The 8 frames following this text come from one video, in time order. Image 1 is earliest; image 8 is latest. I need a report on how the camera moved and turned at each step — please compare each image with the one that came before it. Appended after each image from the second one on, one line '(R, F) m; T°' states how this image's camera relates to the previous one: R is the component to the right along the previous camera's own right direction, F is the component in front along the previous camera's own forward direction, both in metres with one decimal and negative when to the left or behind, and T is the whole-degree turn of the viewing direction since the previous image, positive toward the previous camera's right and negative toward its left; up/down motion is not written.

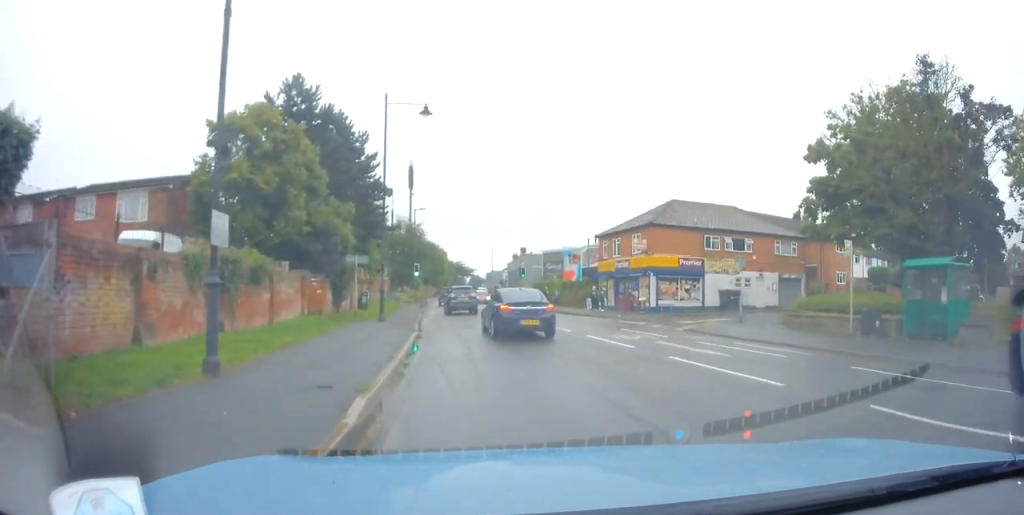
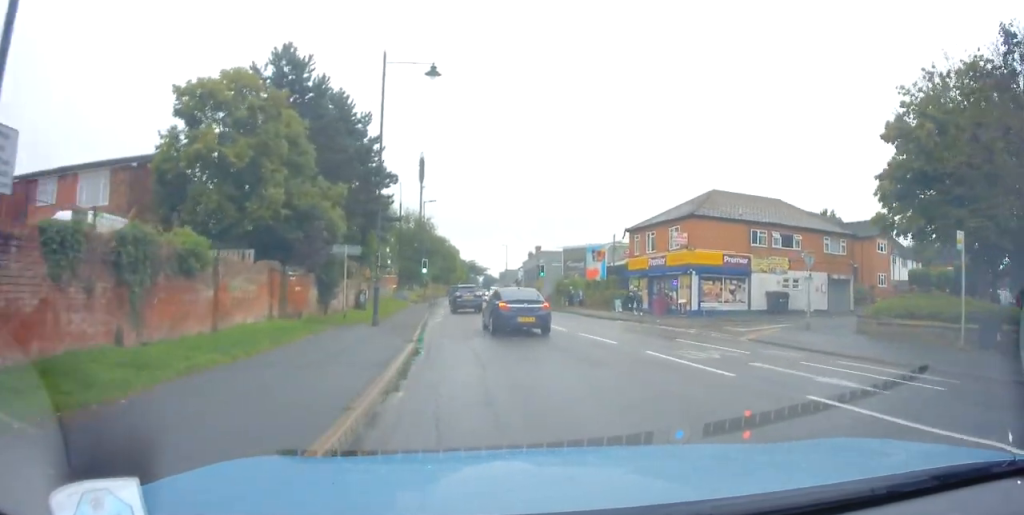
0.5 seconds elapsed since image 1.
(0.0, +4.7) m; -1°
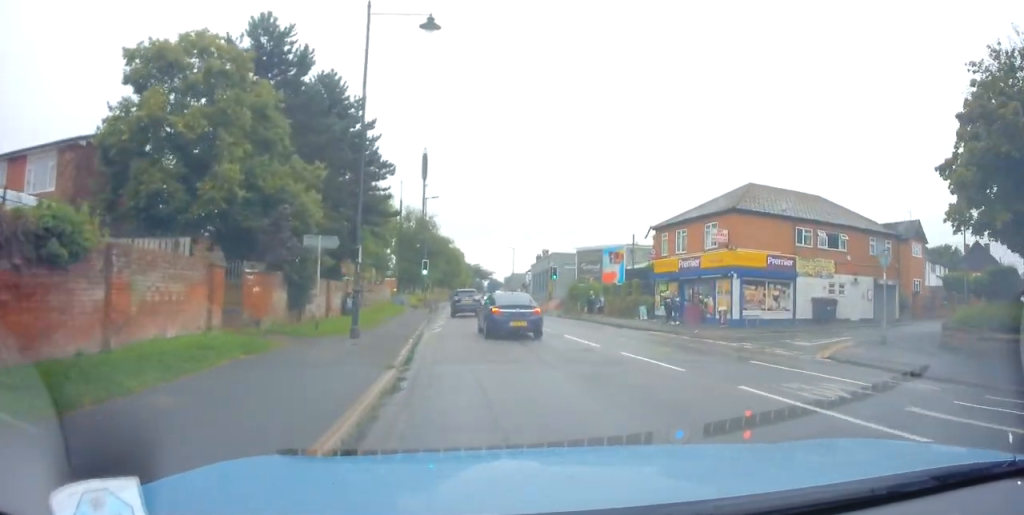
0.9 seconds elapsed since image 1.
(0.0, +4.4) m; -1°
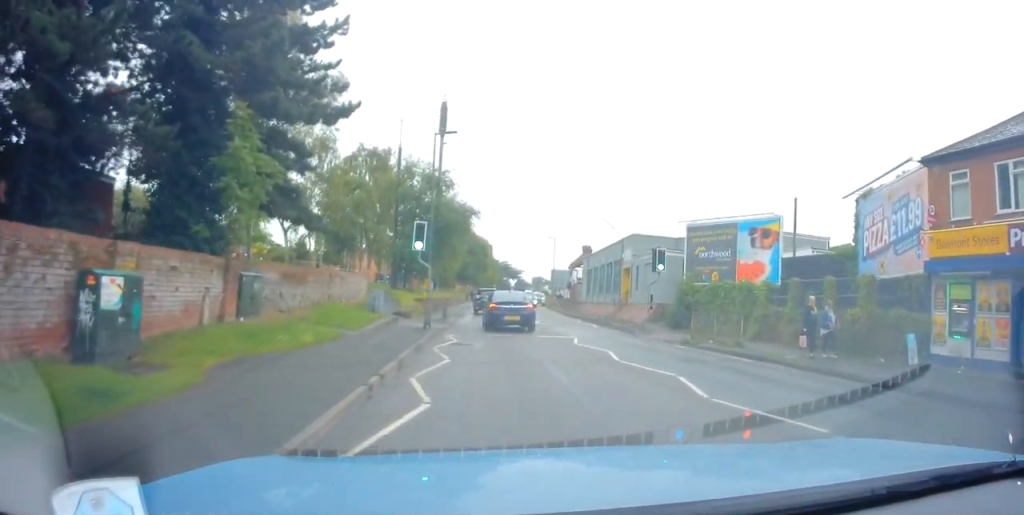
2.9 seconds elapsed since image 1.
(-0.5, +20.6) m; -3°
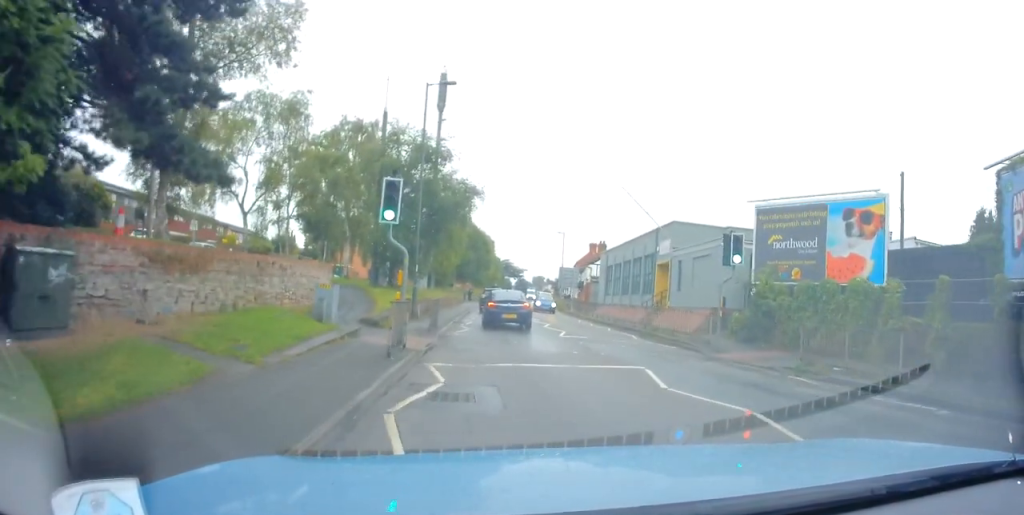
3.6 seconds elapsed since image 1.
(-0.3, +7.8) m; -1°
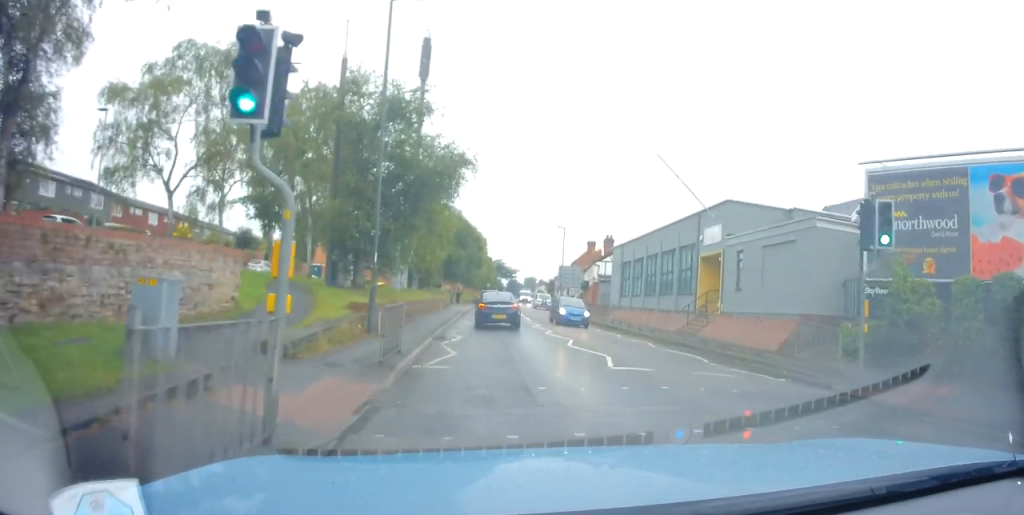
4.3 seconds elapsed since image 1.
(+0.1, +8.1) m; +2°
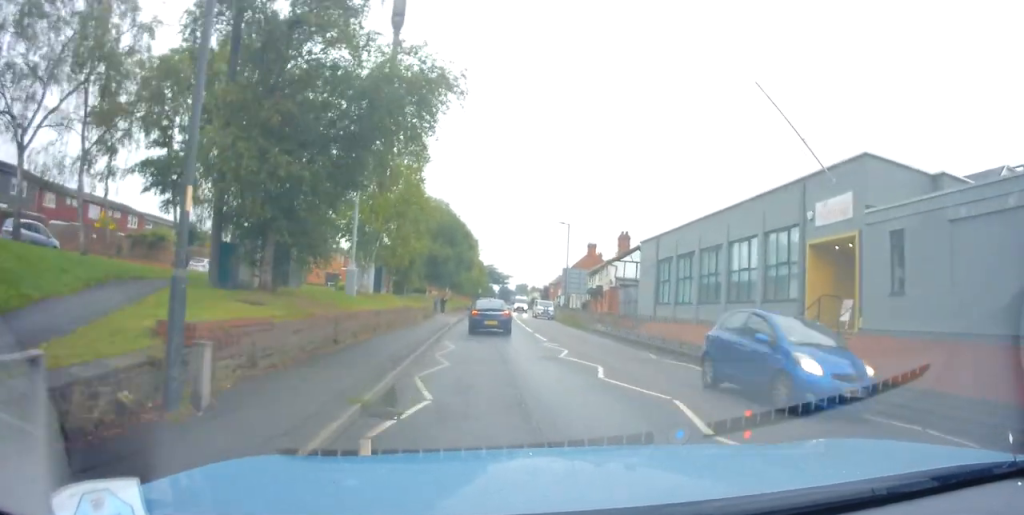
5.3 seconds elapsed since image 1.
(+0.3, +9.9) m; +2°
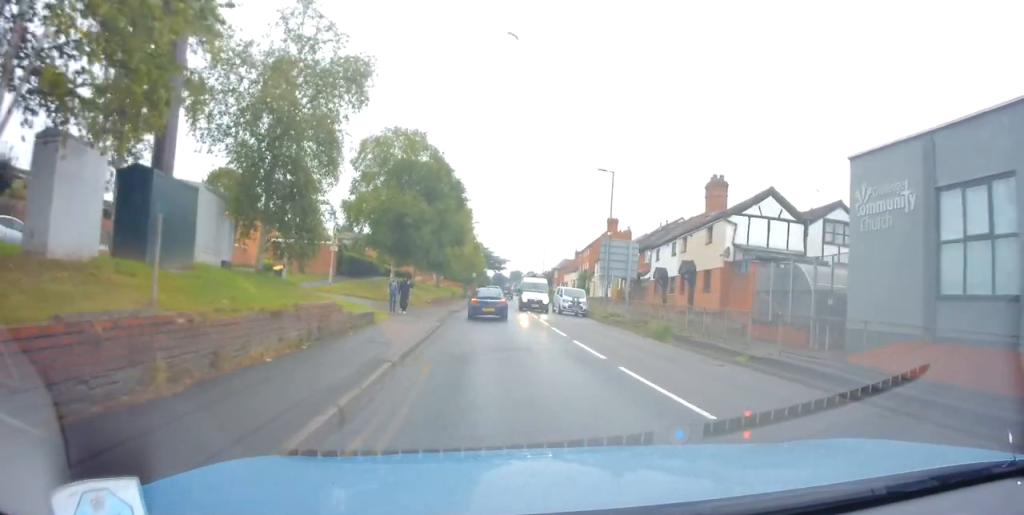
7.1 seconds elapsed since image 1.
(-0.2, +20.8) m; -1°
